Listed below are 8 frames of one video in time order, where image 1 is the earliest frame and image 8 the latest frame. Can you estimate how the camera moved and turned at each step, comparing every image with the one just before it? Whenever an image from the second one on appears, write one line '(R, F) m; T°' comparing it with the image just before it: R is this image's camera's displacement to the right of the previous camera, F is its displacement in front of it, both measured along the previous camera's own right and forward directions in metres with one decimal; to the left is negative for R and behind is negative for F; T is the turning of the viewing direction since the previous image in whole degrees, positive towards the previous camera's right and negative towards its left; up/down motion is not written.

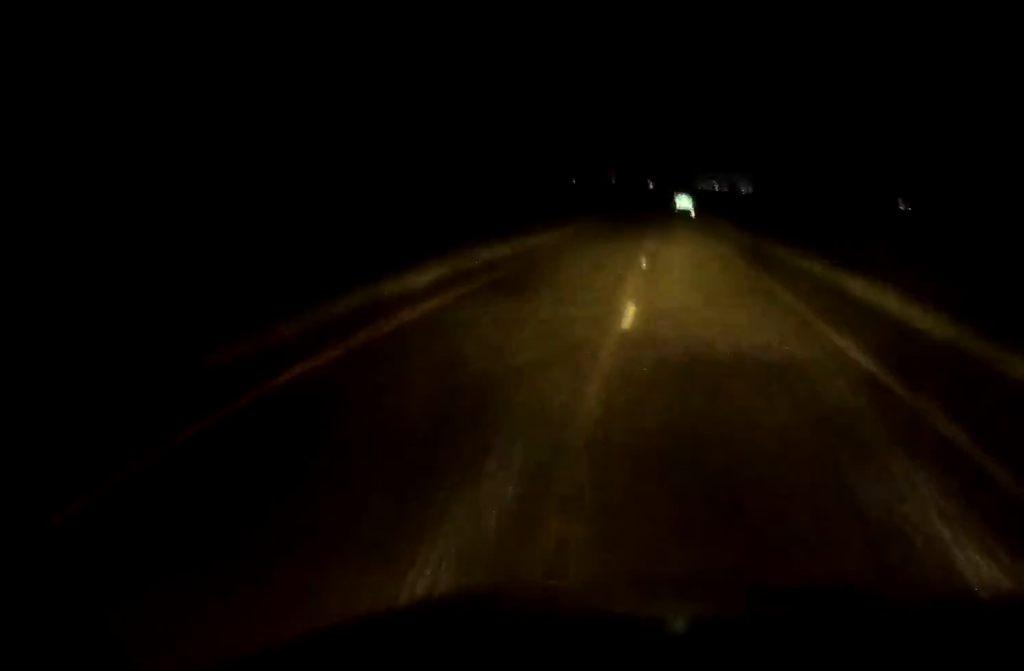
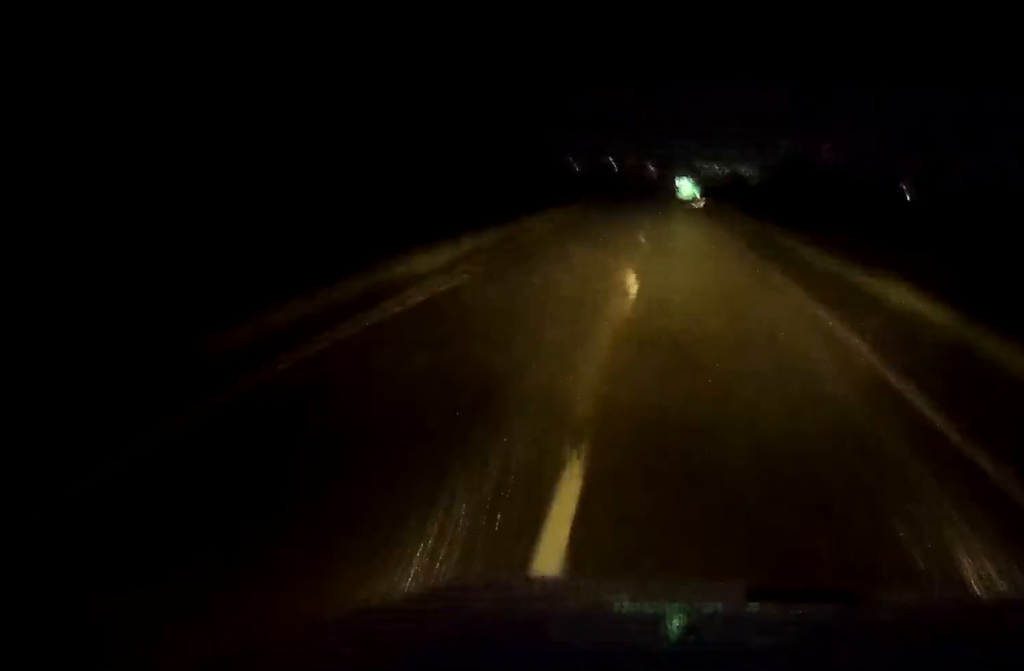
(0.0, +22.0) m; 0°
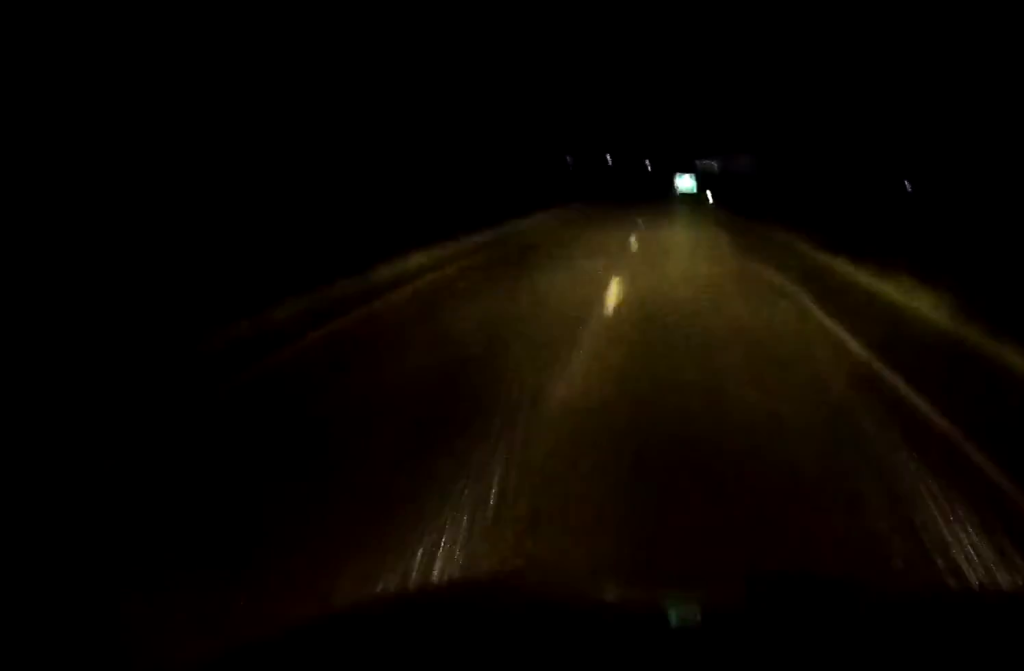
(0.0, +38.9) m; 0°
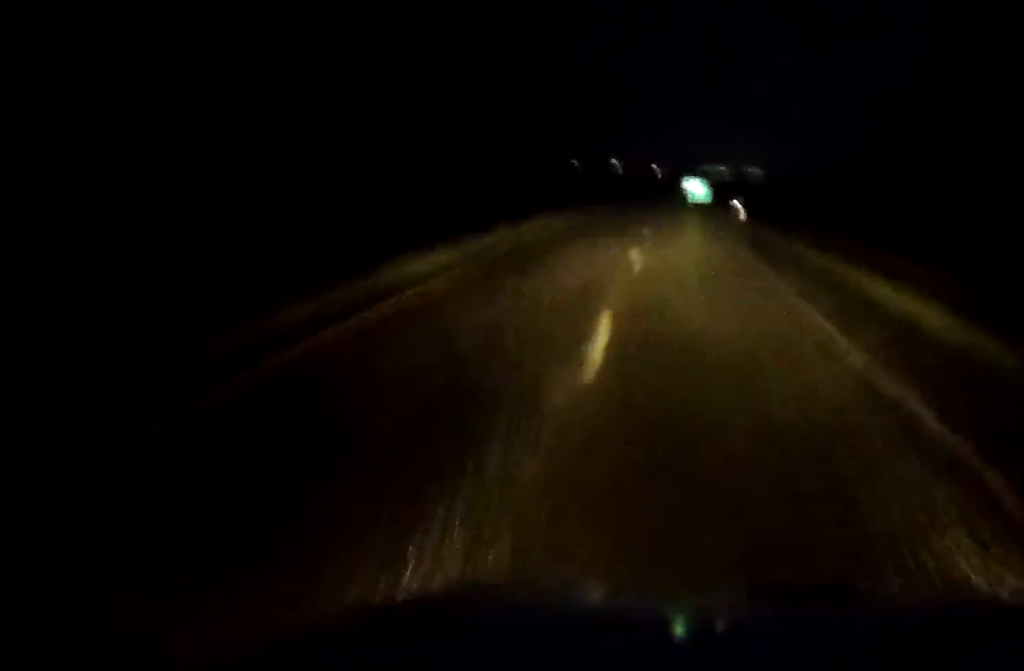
(0.0, +28.4) m; 0°
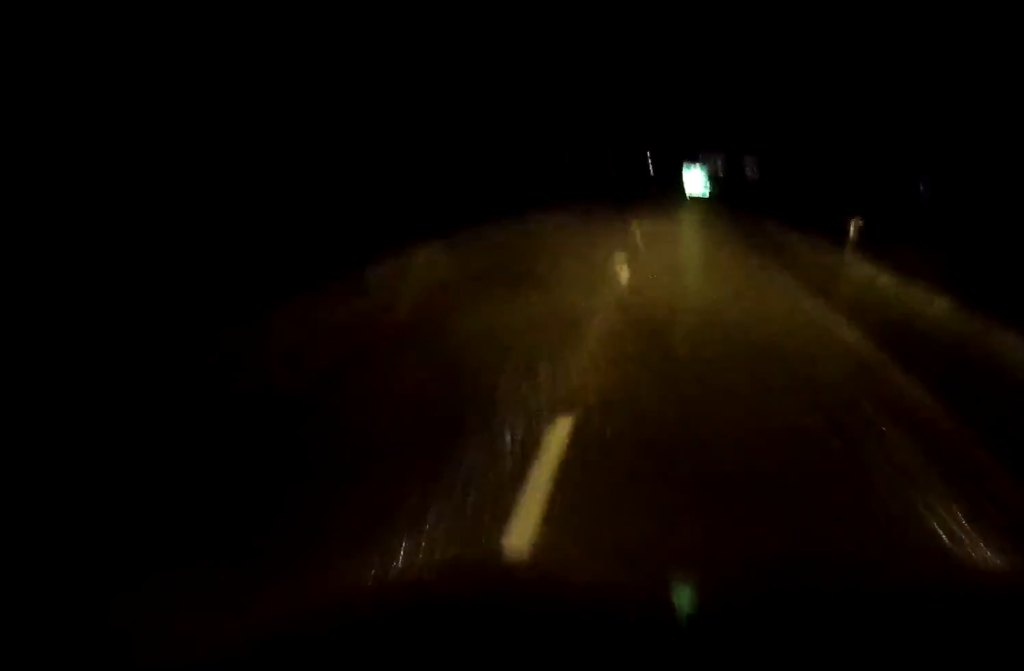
(0.0, +42.2) m; 0°
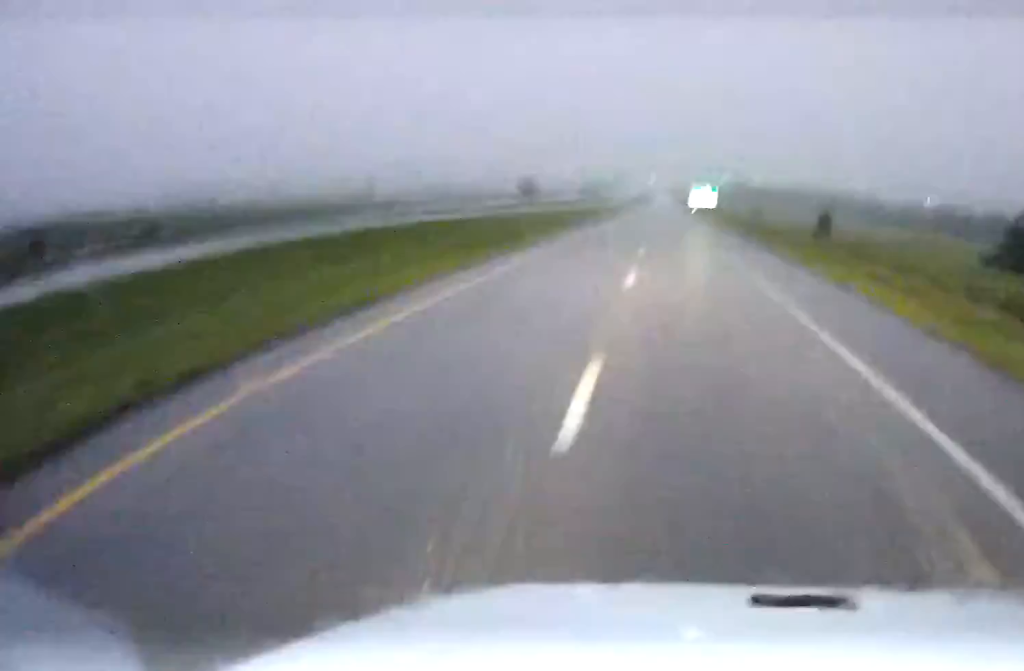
(+0.1, +33.8) m; 0°
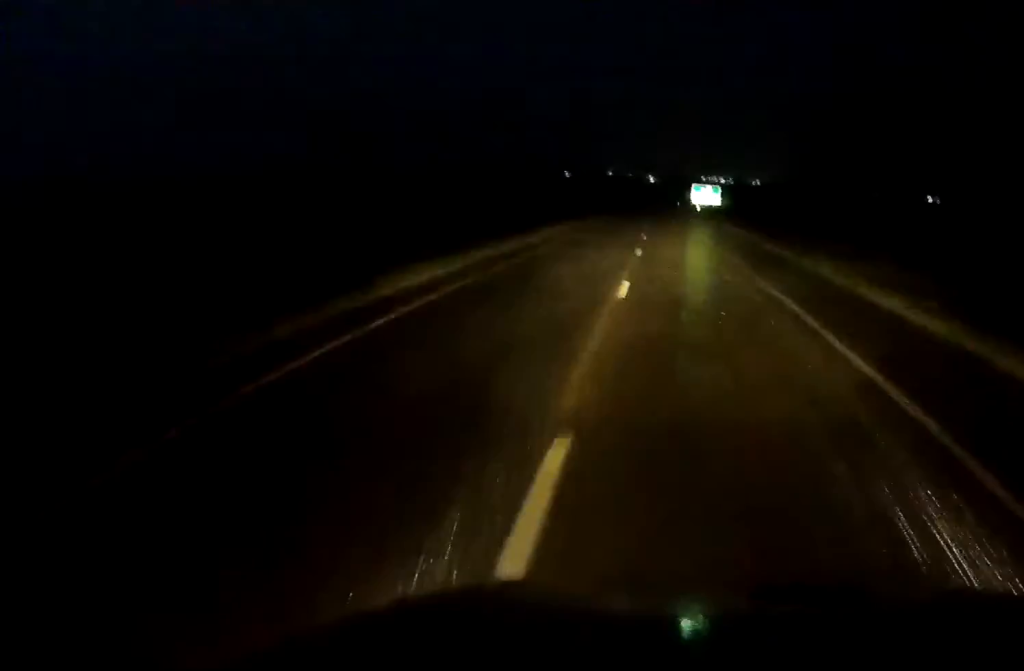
(+0.1, +15.9) m; 0°
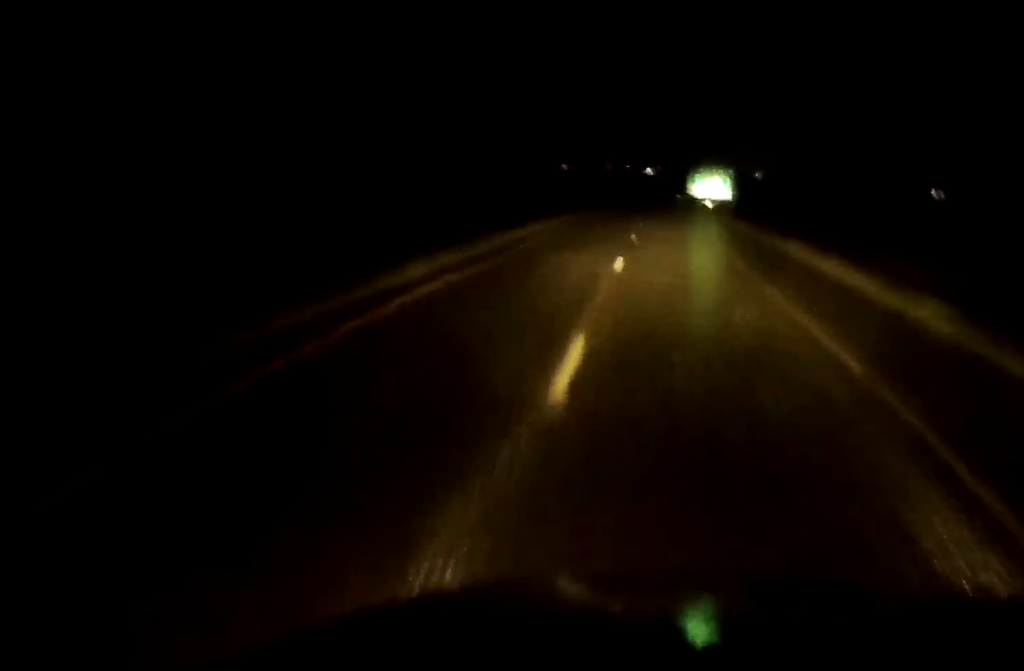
(-0.2, +32.8) m; 0°
